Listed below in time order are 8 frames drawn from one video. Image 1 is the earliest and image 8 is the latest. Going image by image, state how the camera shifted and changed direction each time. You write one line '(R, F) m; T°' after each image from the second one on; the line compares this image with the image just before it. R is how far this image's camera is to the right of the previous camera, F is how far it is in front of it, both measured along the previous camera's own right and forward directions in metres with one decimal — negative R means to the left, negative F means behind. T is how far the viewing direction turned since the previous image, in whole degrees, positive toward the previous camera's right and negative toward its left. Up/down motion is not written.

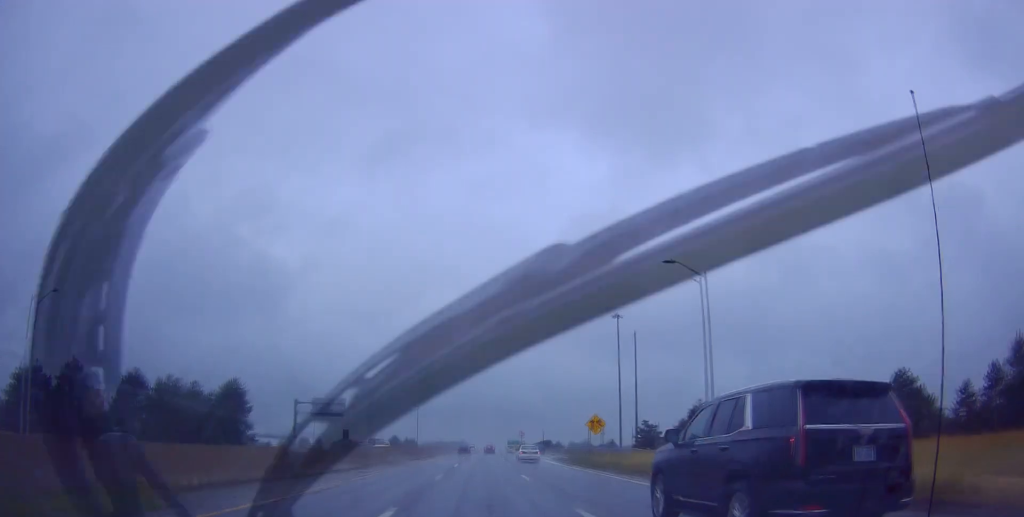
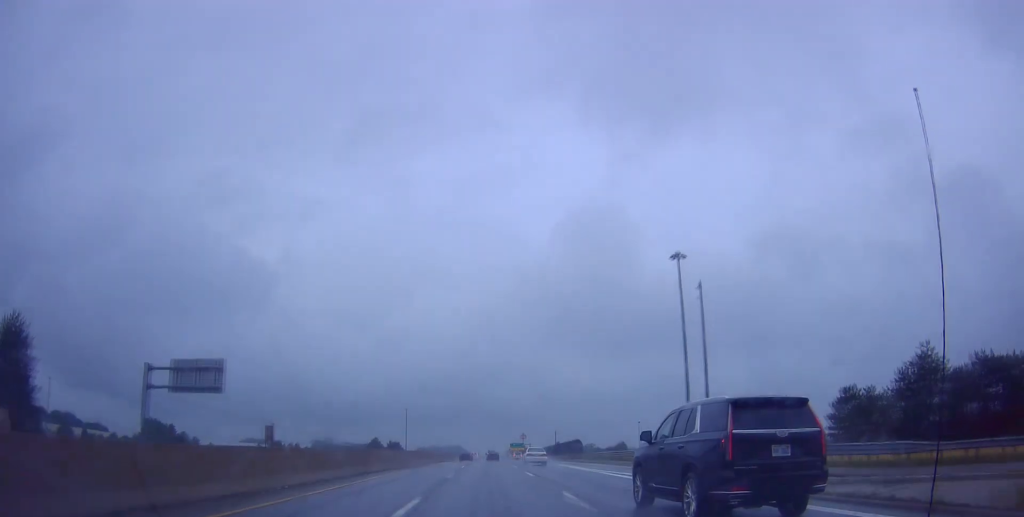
(-0.4, +43.3) m; +2°
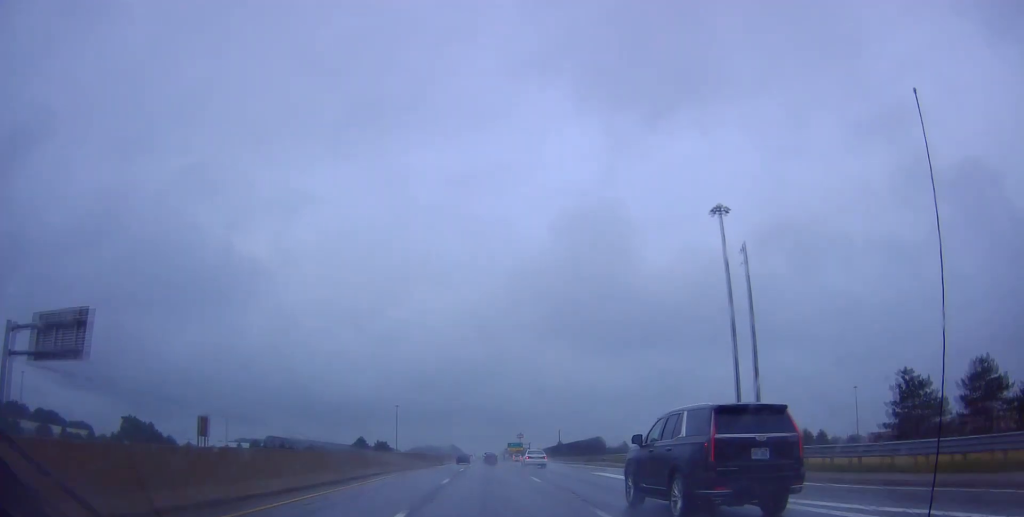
(+0.5, +19.0) m; +2°
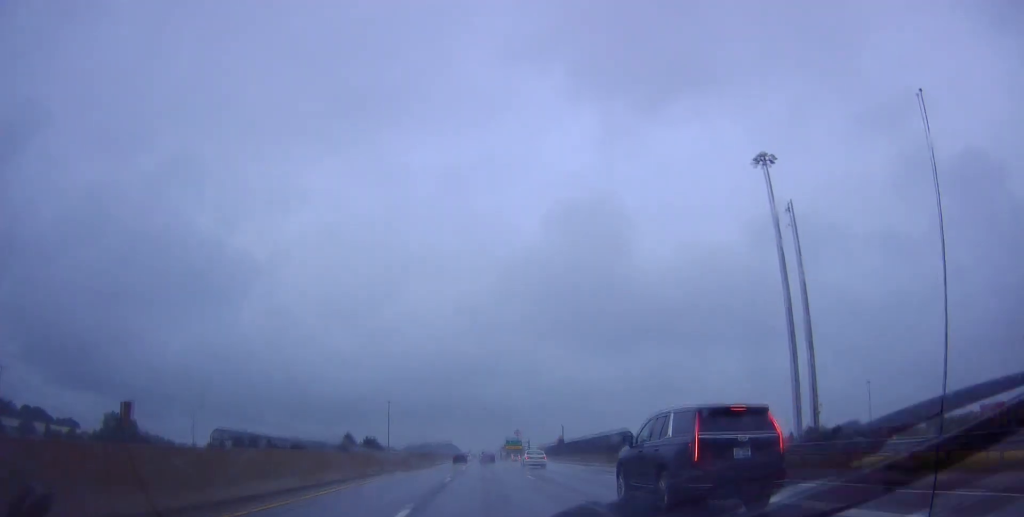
(+0.1, +14.5) m; 0°
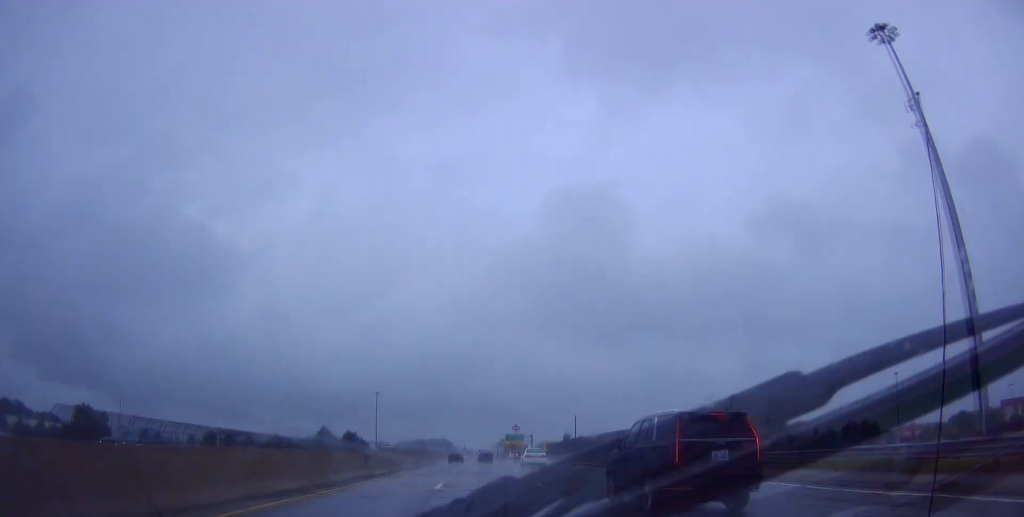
(-0.5, +25.6) m; -2°
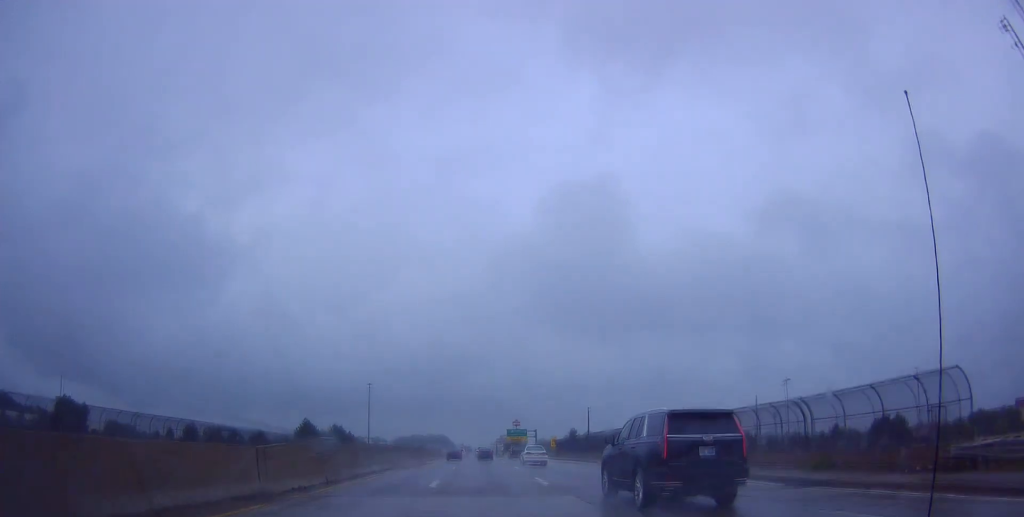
(-0.1, +16.2) m; 0°
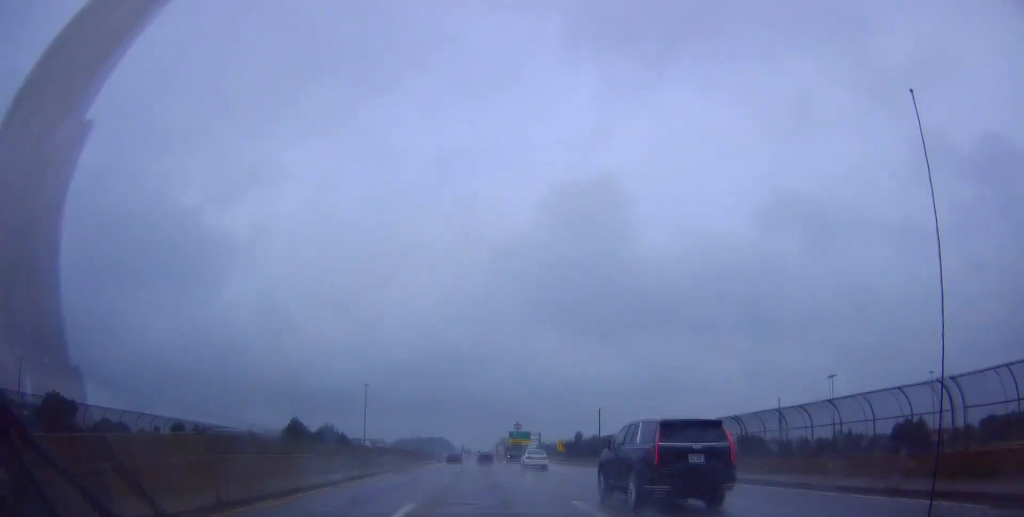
(-0.1, +10.2) m; +1°
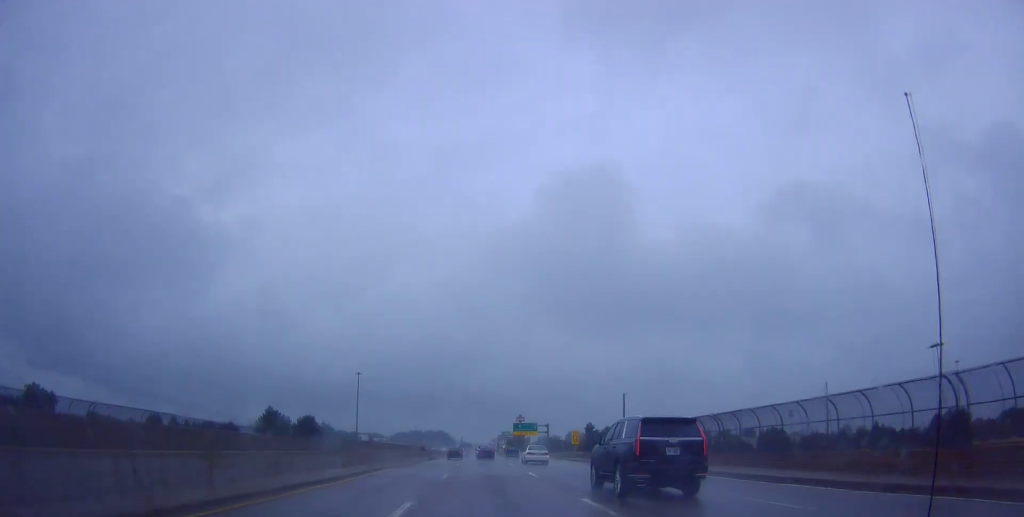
(+0.5, +17.6) m; +1°
